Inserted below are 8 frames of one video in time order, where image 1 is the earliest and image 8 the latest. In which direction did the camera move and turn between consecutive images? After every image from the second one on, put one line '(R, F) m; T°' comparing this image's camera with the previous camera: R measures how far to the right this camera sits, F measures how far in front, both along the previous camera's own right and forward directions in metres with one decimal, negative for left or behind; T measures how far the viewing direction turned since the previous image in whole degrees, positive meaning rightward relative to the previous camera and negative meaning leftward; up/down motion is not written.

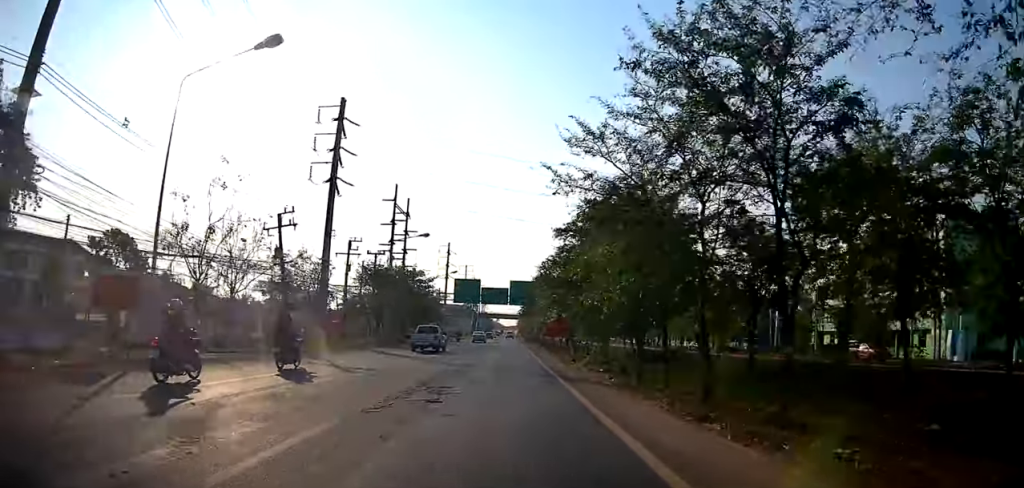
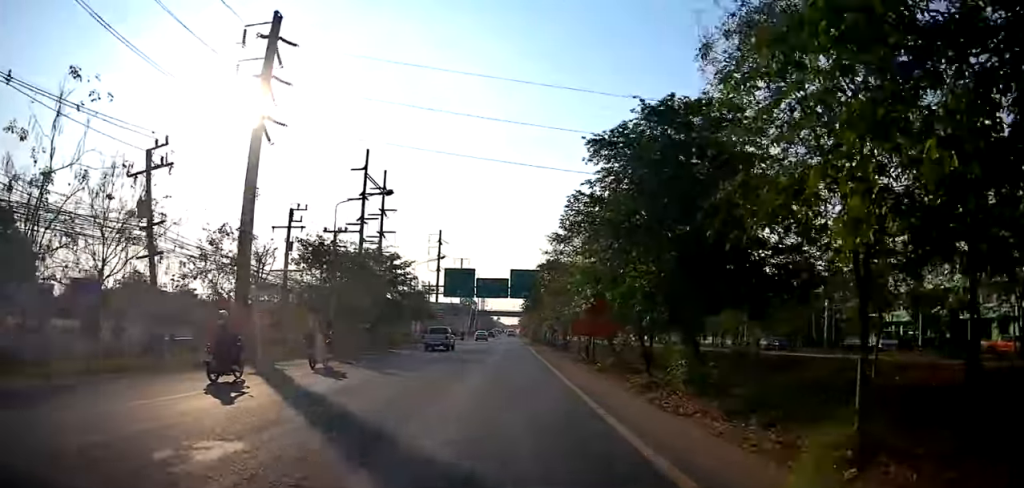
(+0.2, +14.7) m; 0°
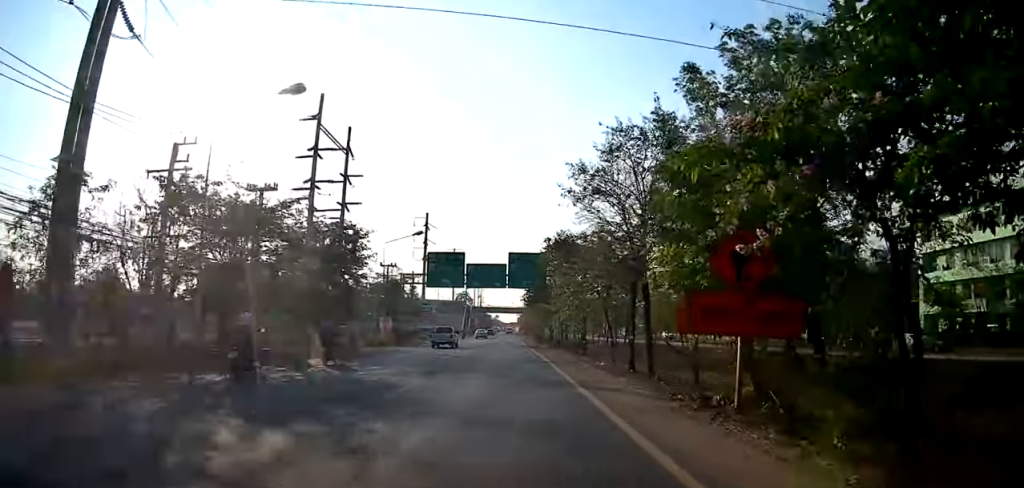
(-0.2, +14.7) m; -2°
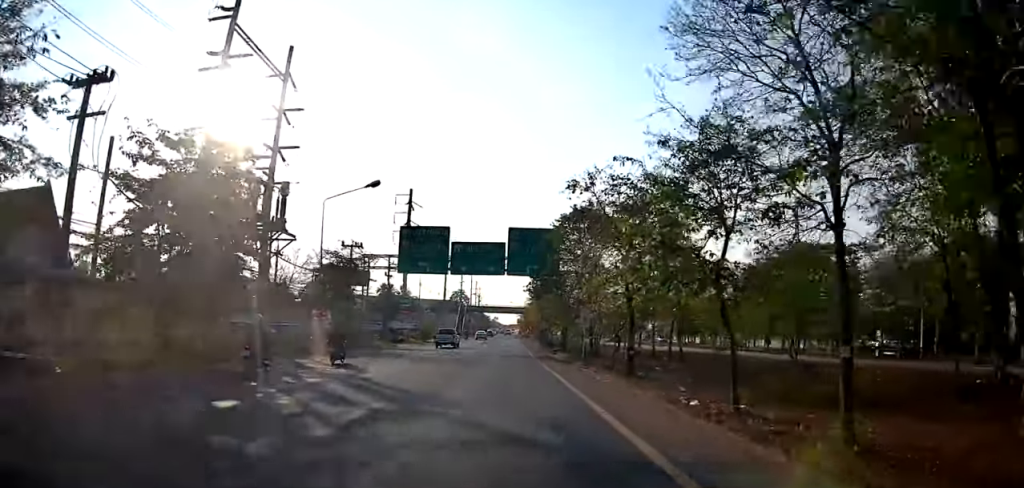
(-0.3, +16.5) m; -1°
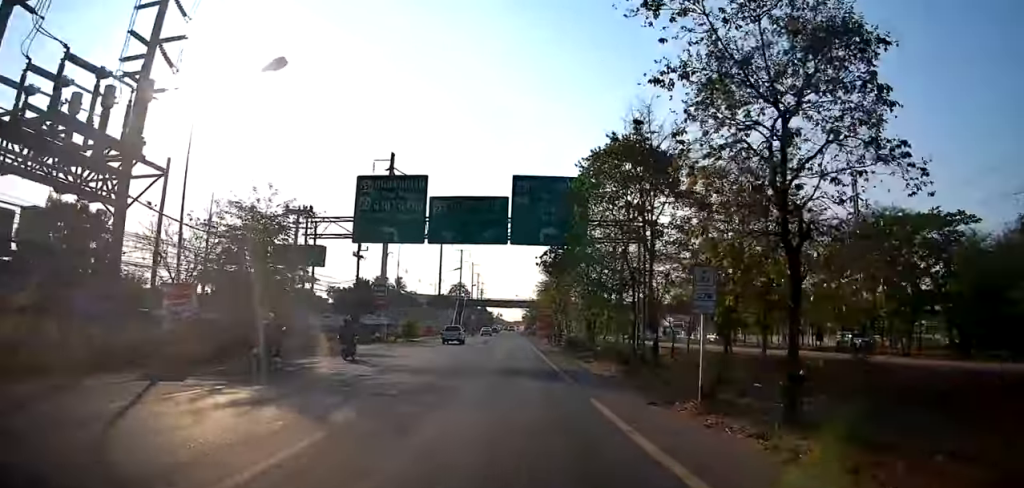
(+0.1, +14.9) m; +1°
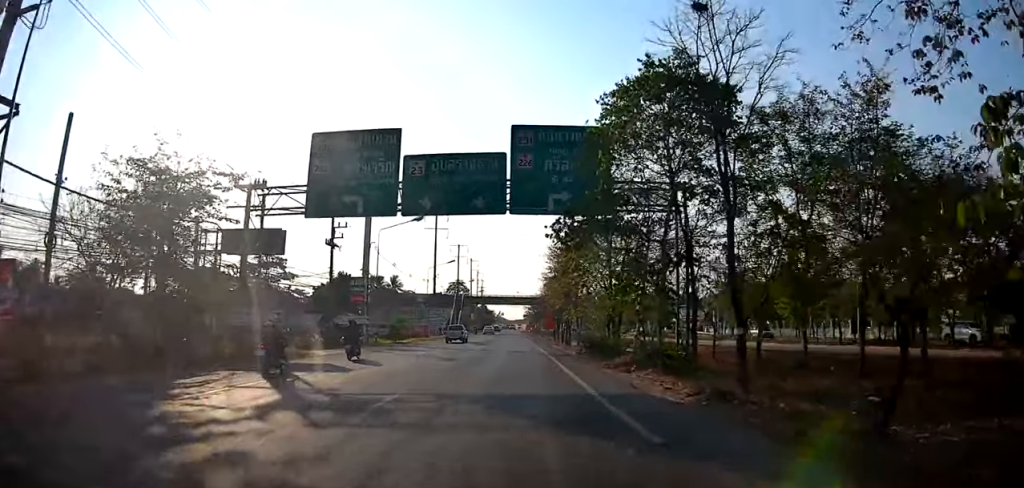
(0.0, +8.1) m; 0°
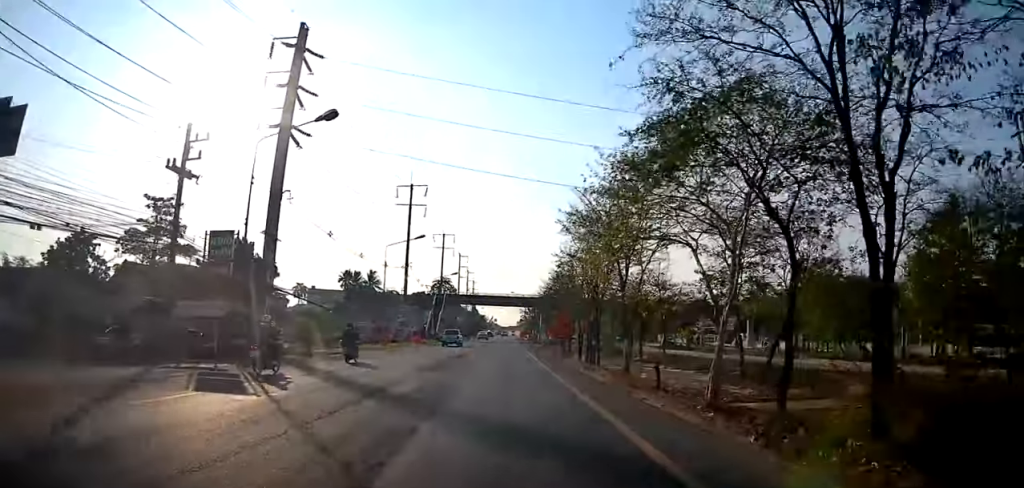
(+0.2, +21.2) m; +1°
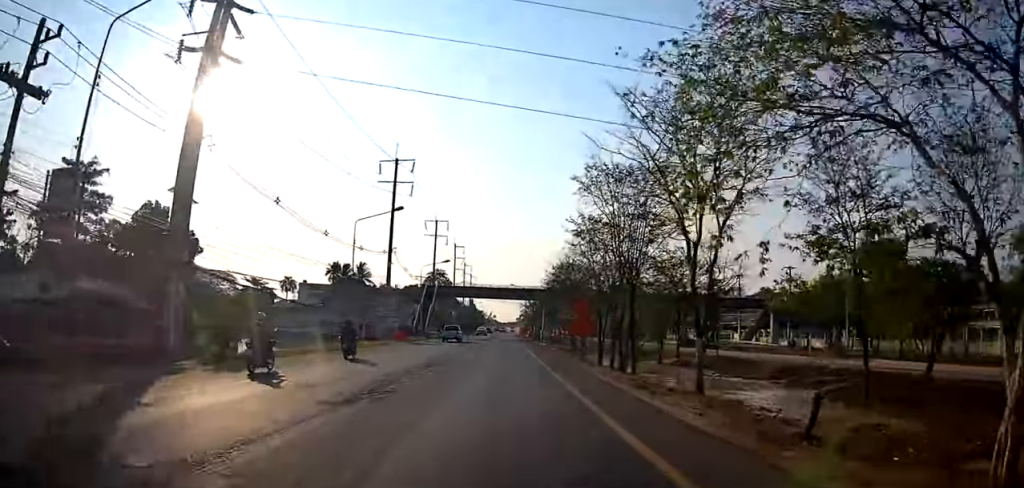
(0.0, +9.8) m; 0°
